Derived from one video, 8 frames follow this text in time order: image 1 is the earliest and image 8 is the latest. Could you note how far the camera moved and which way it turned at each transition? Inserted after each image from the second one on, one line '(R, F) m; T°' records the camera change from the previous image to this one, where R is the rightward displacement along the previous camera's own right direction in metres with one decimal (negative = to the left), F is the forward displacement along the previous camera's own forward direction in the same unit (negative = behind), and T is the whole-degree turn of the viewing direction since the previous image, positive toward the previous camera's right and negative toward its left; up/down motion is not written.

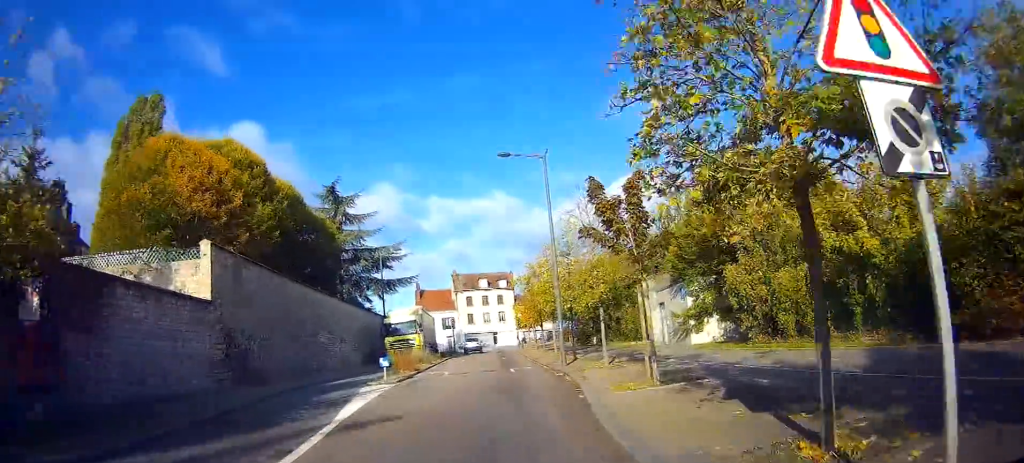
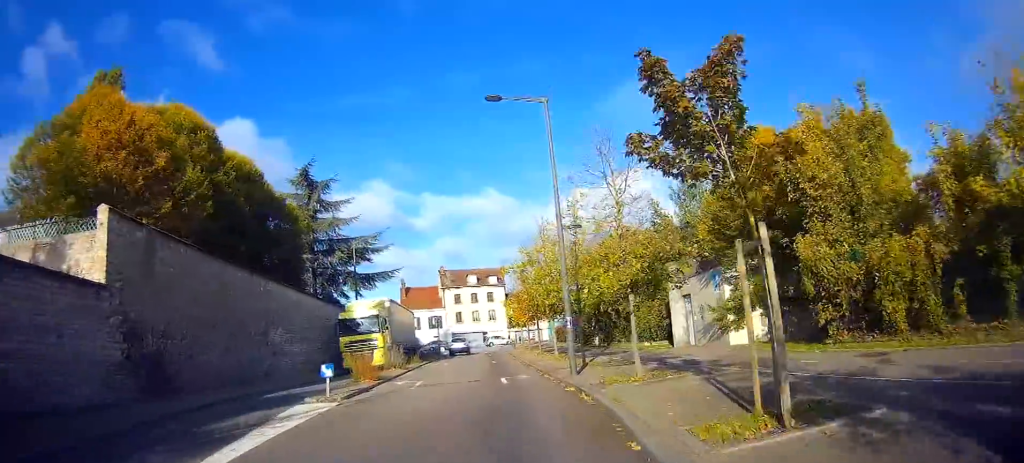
(+0.1, +5.9) m; +2°
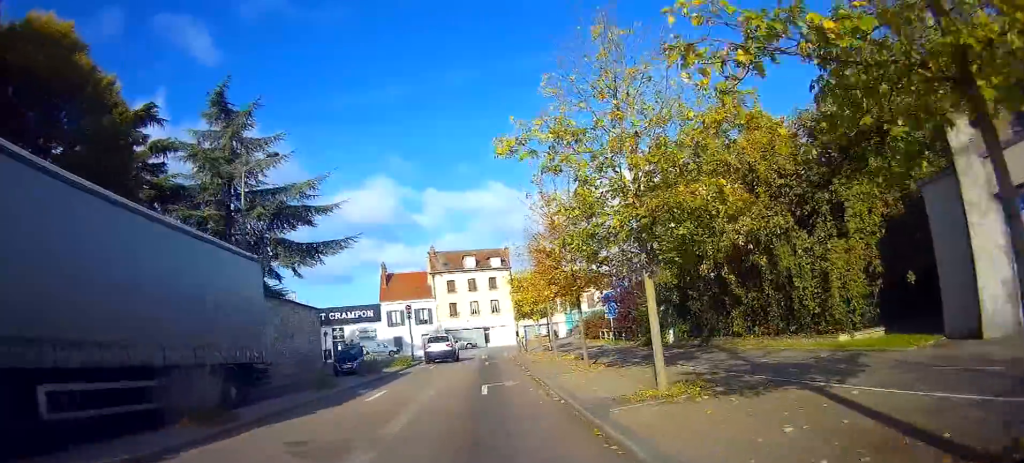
(-0.1, +19.3) m; -3°
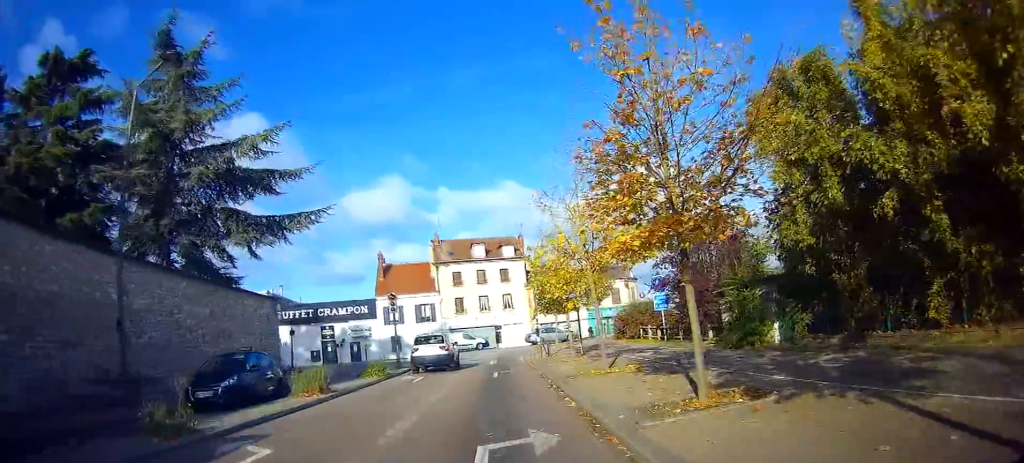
(-0.1, +9.5) m; +2°
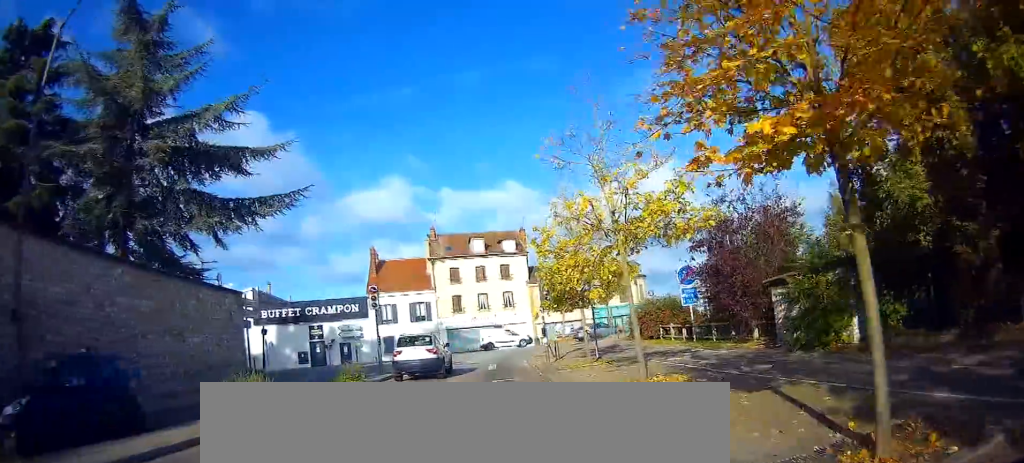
(+0.1, +4.2) m; -1°
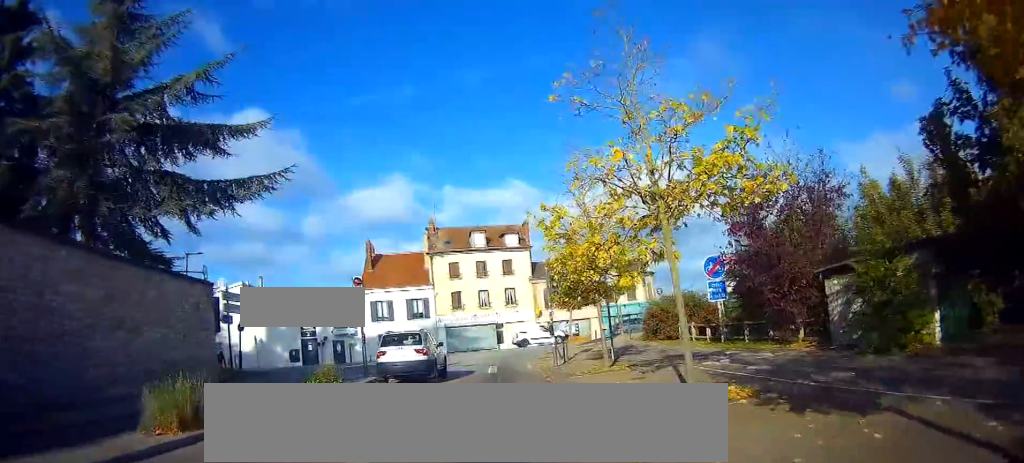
(+0.1, +3.0) m; -1°
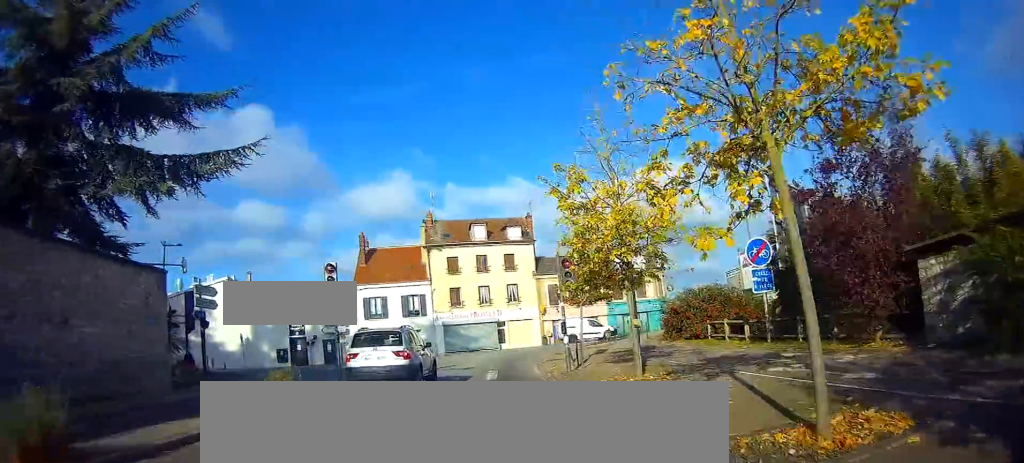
(-0.2, +3.7) m; -2°
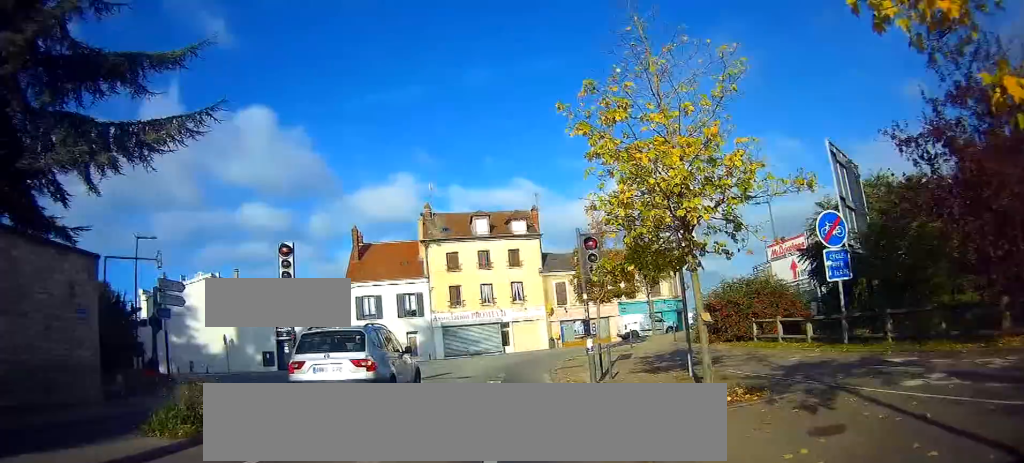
(0.0, +4.1) m; +1°
